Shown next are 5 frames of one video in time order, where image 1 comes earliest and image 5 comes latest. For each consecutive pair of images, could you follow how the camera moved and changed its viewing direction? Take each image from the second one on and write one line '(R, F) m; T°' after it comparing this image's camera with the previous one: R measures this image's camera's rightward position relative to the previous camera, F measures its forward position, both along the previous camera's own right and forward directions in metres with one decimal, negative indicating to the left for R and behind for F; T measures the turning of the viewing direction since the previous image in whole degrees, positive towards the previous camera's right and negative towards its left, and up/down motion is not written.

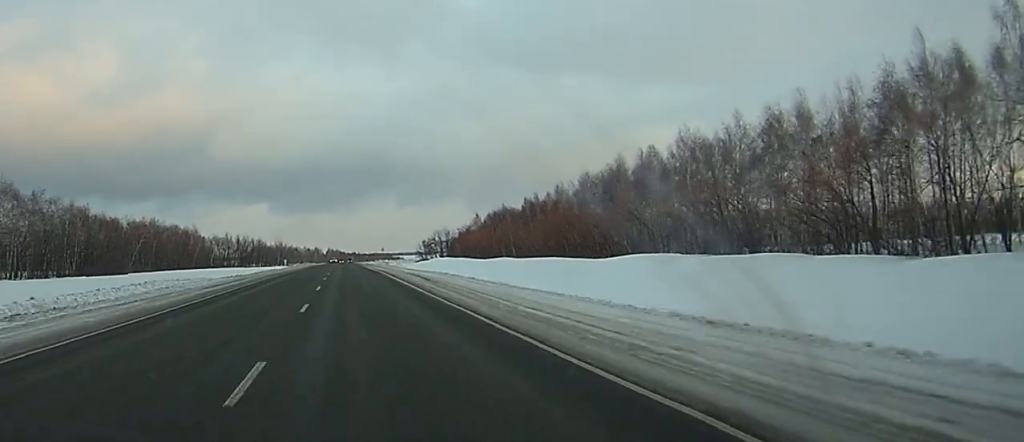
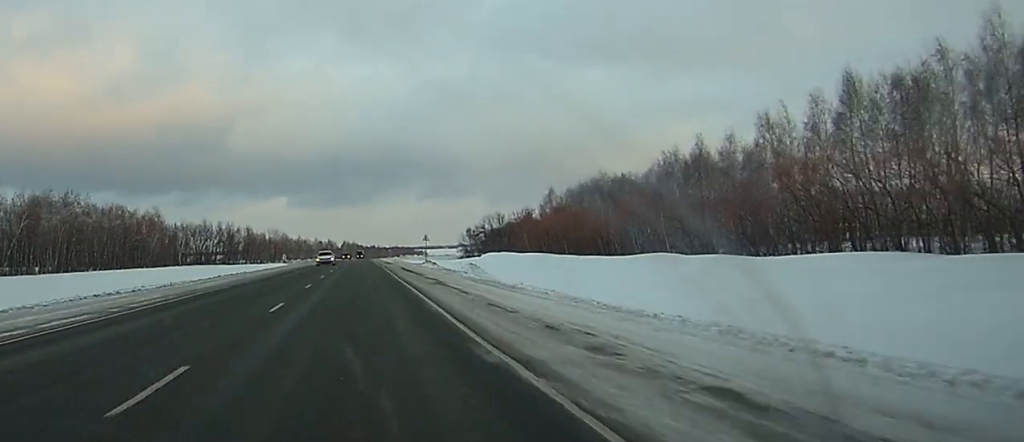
(-1.1, +85.1) m; -2°
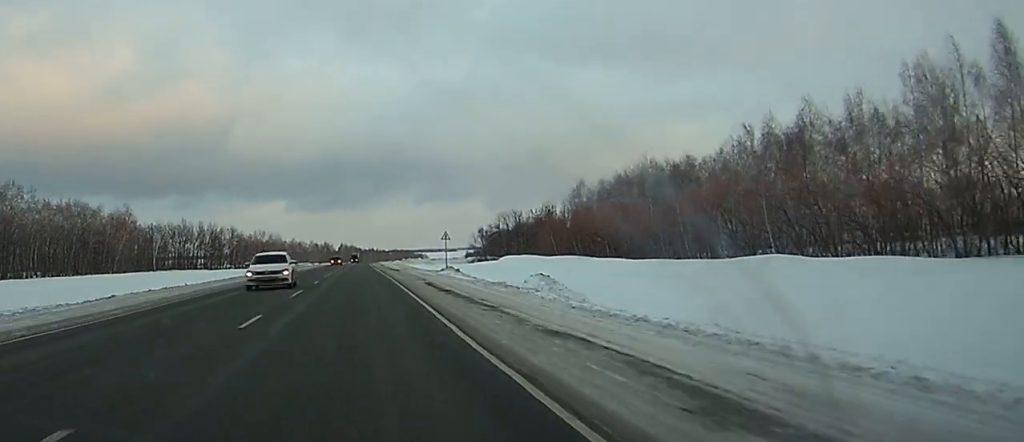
(-0.1, +27.5) m; 0°
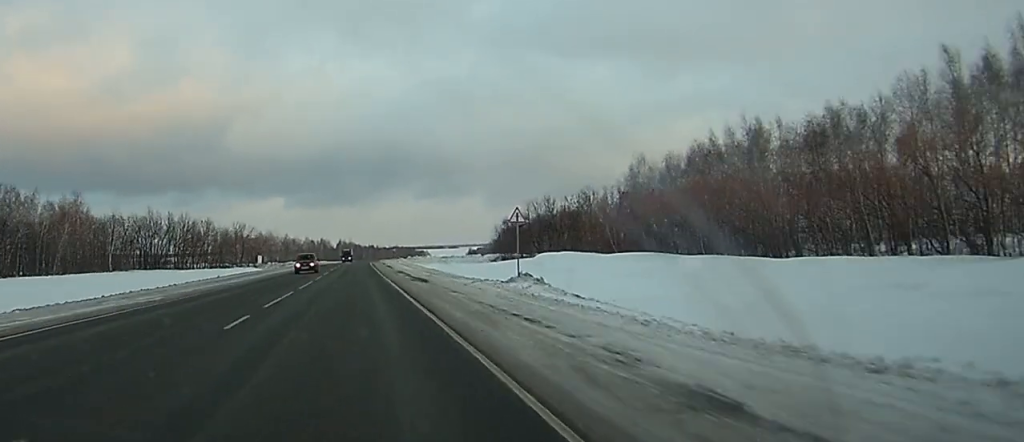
(+0.1, +36.4) m; 0°
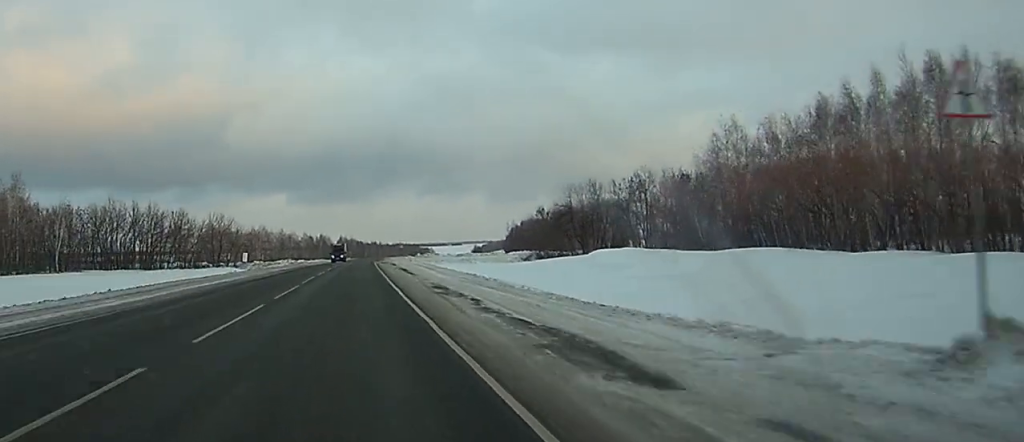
(0.0, +31.9) m; 0°
